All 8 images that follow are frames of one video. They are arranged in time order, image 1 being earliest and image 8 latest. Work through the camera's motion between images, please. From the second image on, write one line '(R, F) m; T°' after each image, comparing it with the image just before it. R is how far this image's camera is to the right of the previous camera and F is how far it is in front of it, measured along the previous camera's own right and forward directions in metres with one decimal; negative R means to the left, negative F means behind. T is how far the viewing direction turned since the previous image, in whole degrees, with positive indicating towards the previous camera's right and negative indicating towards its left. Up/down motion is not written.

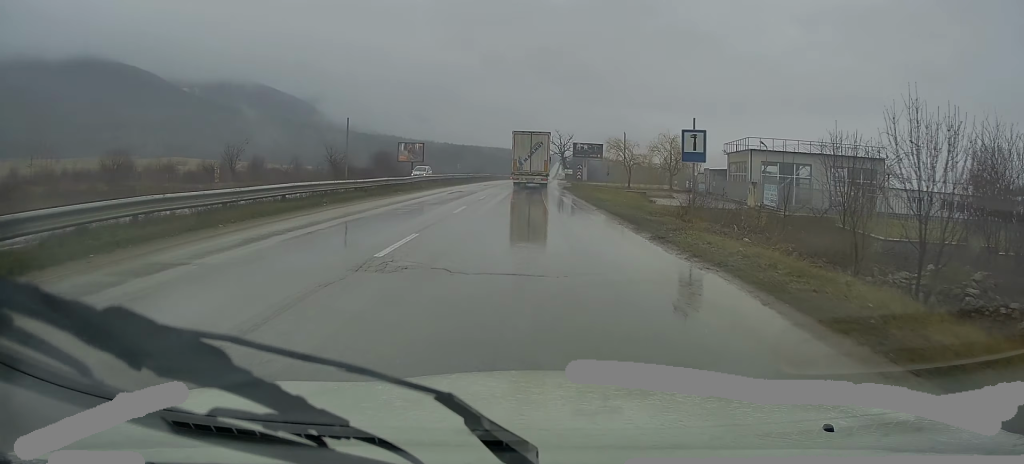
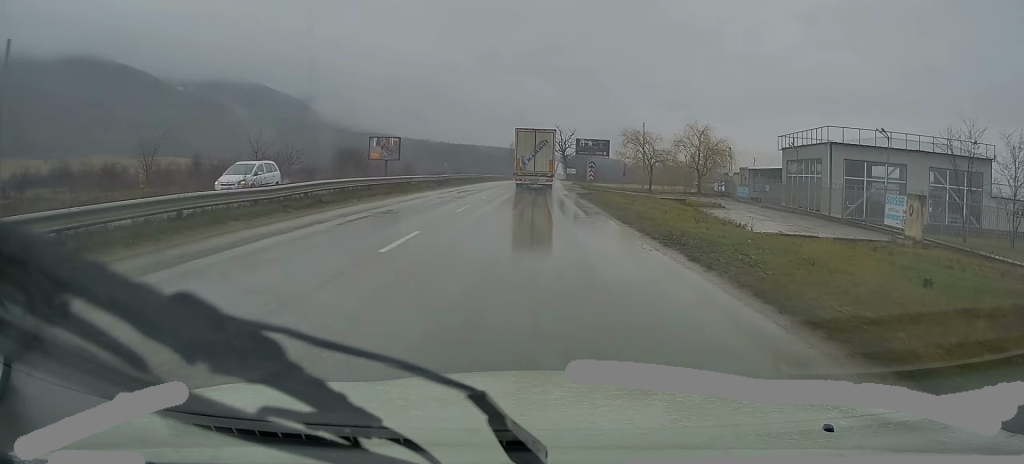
(+0.3, +17.8) m; 0°
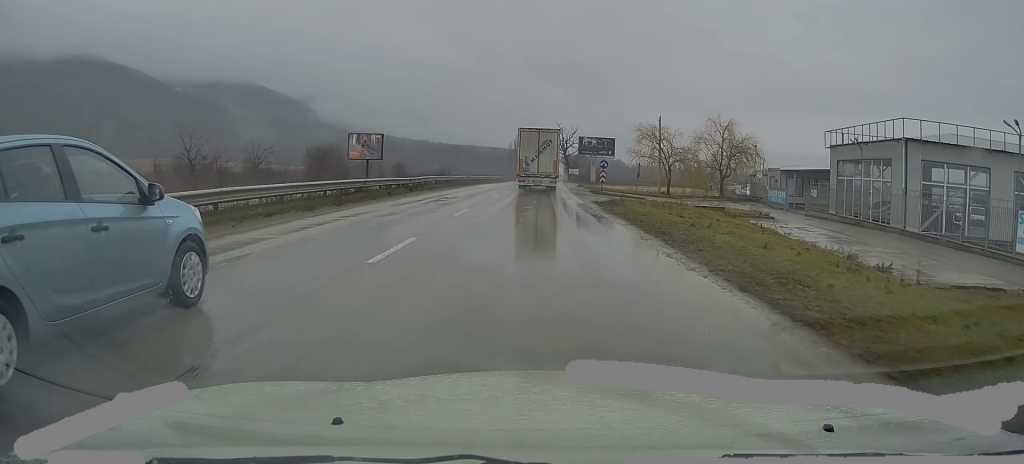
(-0.2, +9.9) m; 0°
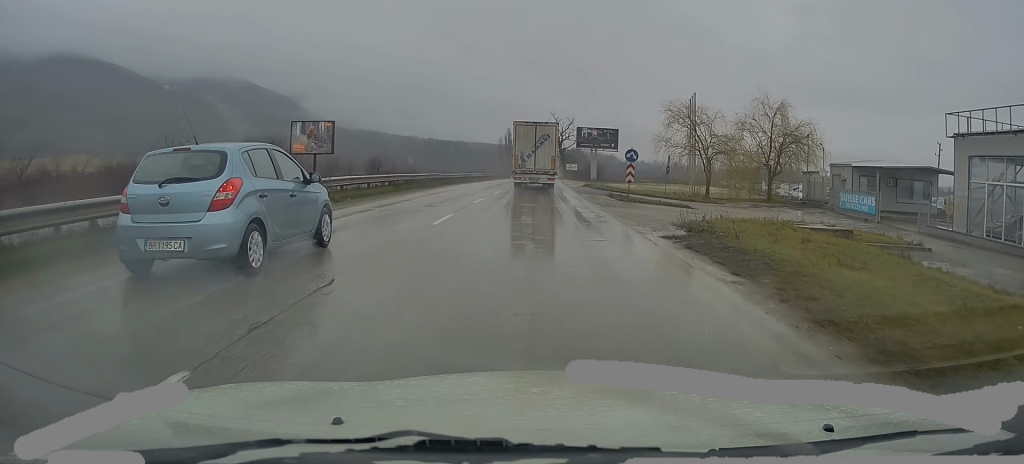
(+0.3, +16.5) m; 0°
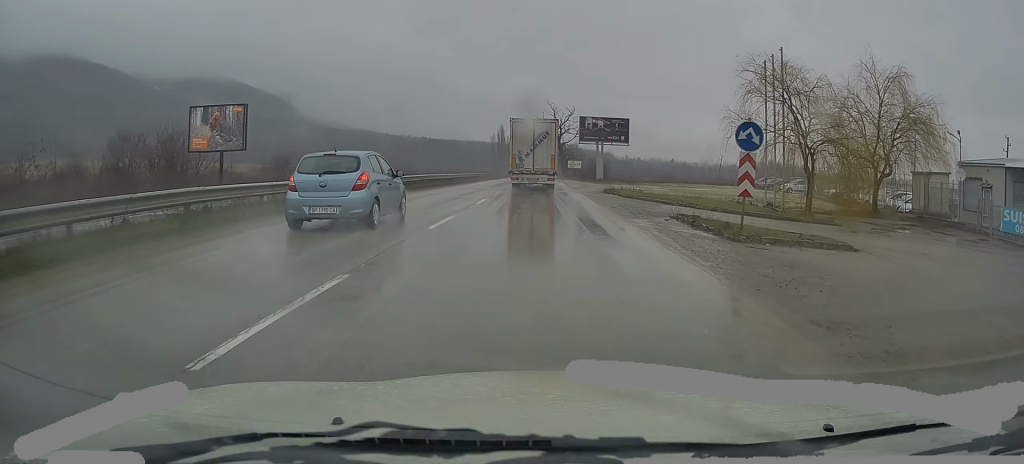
(-0.3, +18.7) m; +1°
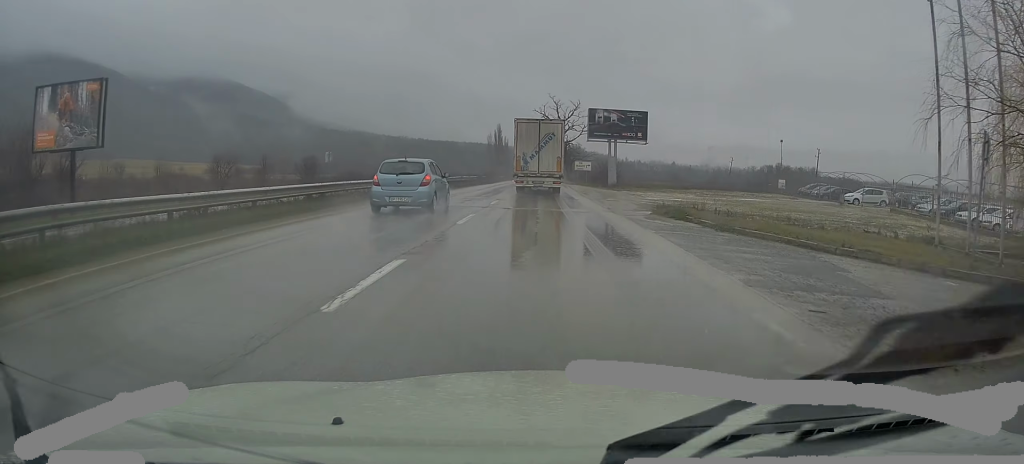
(+0.4, +16.3) m; +2°
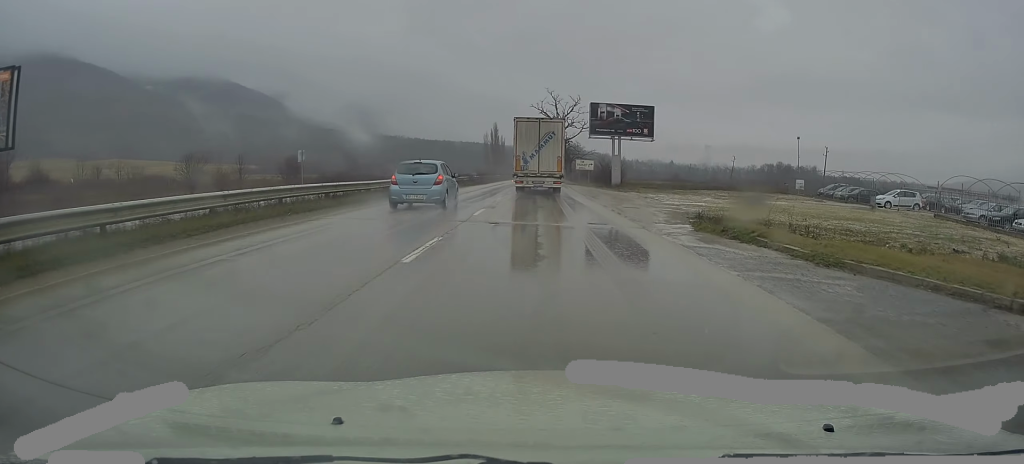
(0.0, +6.1) m; +1°
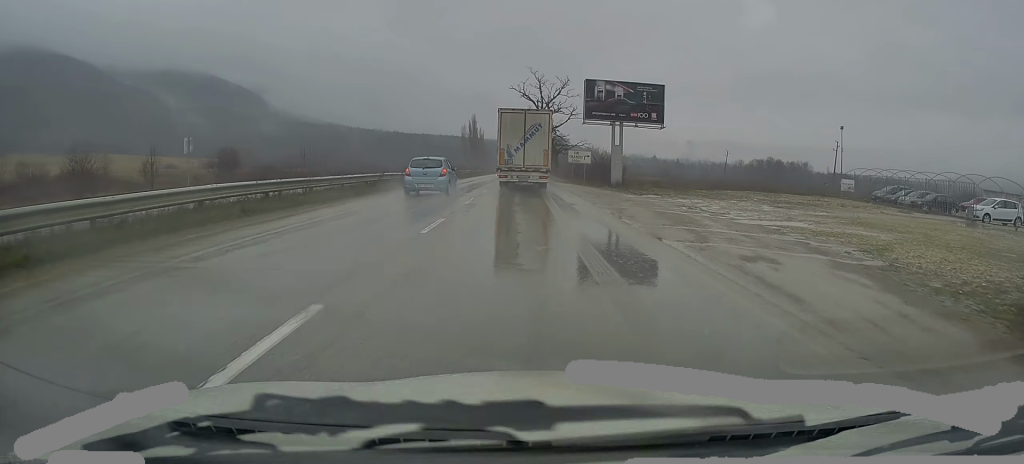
(+0.2, +15.2) m; 0°
